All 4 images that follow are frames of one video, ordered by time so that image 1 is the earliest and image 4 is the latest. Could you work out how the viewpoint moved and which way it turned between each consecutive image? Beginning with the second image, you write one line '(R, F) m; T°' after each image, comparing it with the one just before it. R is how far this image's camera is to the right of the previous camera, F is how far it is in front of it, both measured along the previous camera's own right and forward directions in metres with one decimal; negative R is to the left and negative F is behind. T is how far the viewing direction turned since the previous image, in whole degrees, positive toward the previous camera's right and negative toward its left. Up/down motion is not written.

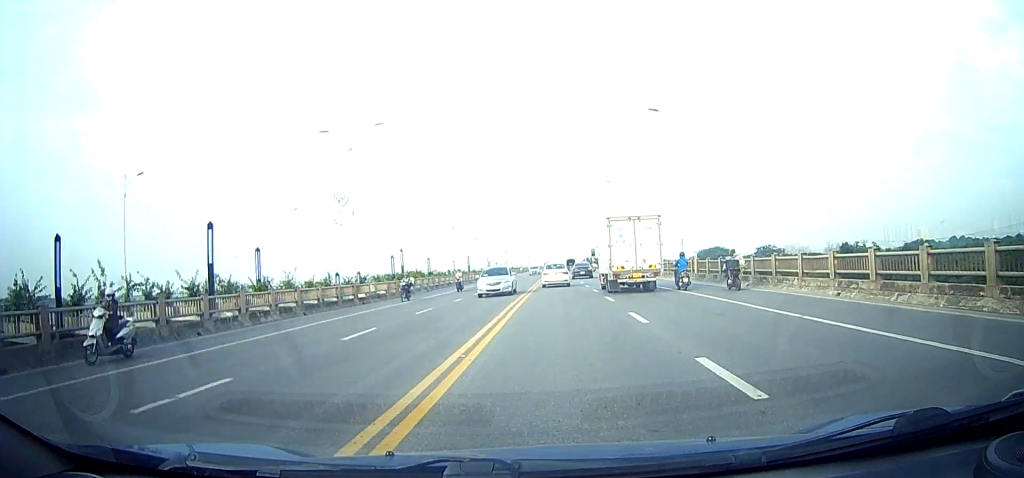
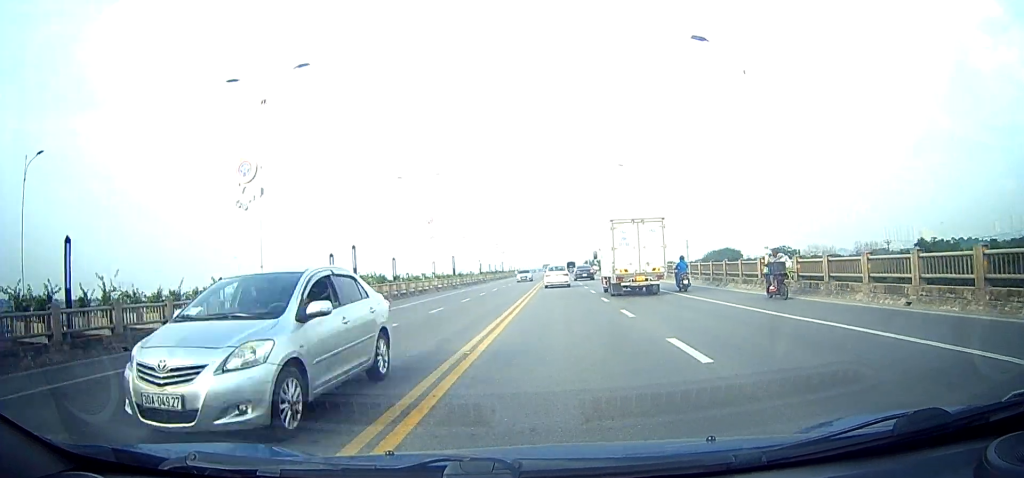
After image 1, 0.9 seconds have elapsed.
(0.0, +11.6) m; 0°
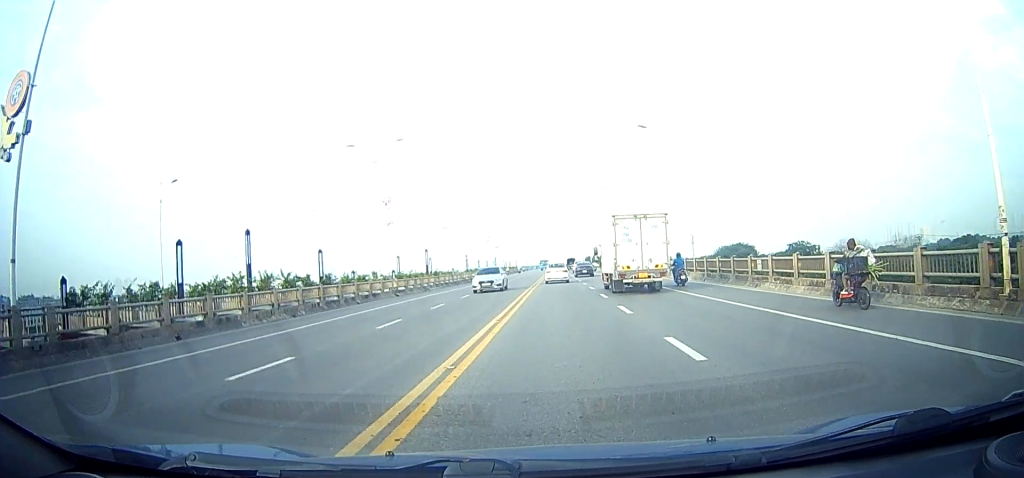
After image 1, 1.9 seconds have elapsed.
(0.0, +13.6) m; 0°
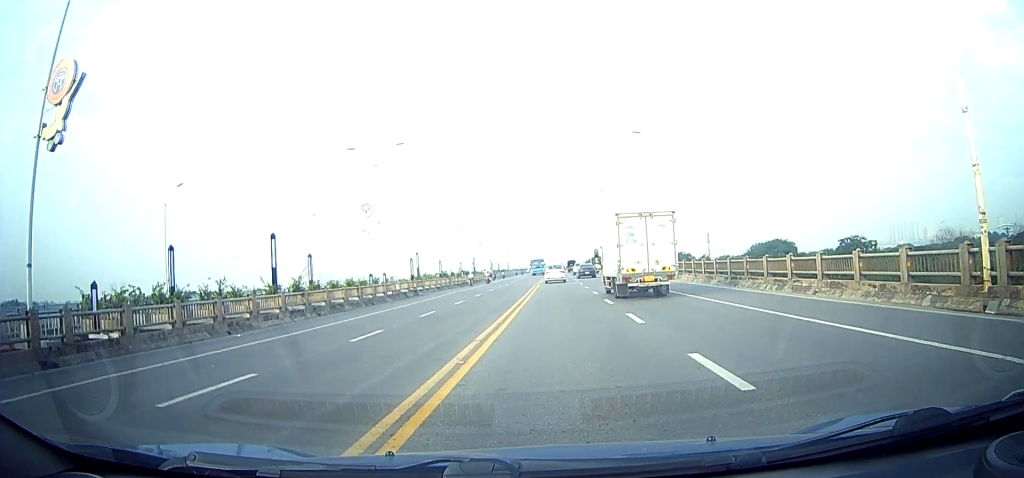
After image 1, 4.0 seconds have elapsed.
(+1.0, +29.2) m; +1°
